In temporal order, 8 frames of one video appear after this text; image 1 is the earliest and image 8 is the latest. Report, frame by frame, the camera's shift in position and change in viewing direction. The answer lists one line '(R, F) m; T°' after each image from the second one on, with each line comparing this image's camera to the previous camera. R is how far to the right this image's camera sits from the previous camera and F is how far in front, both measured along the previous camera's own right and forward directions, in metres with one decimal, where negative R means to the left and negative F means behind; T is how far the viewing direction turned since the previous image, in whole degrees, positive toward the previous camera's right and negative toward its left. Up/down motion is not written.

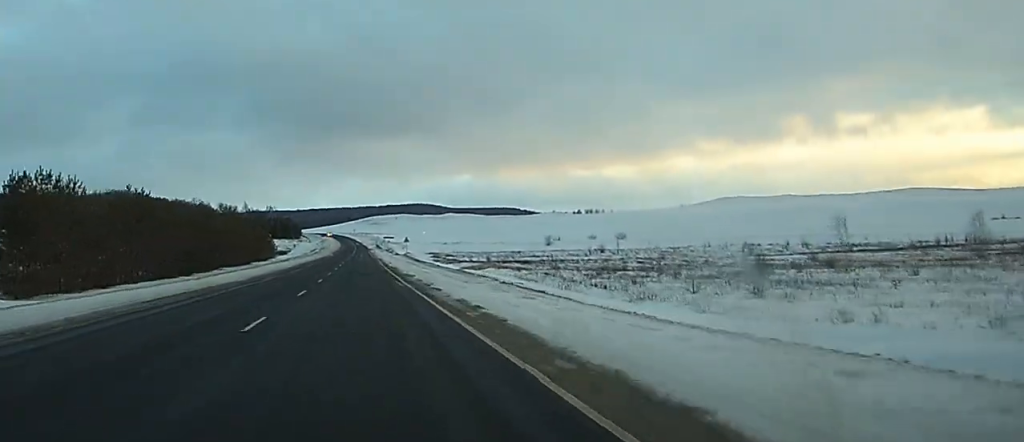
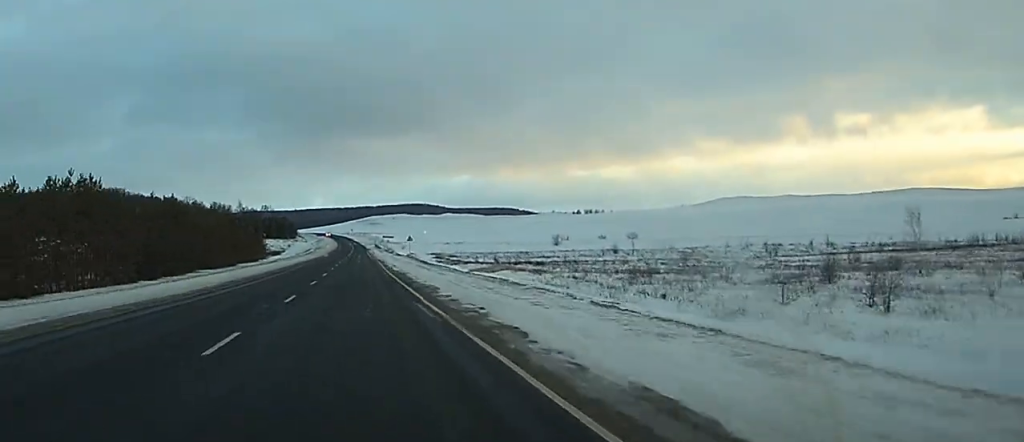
(0.0, +15.2) m; 0°
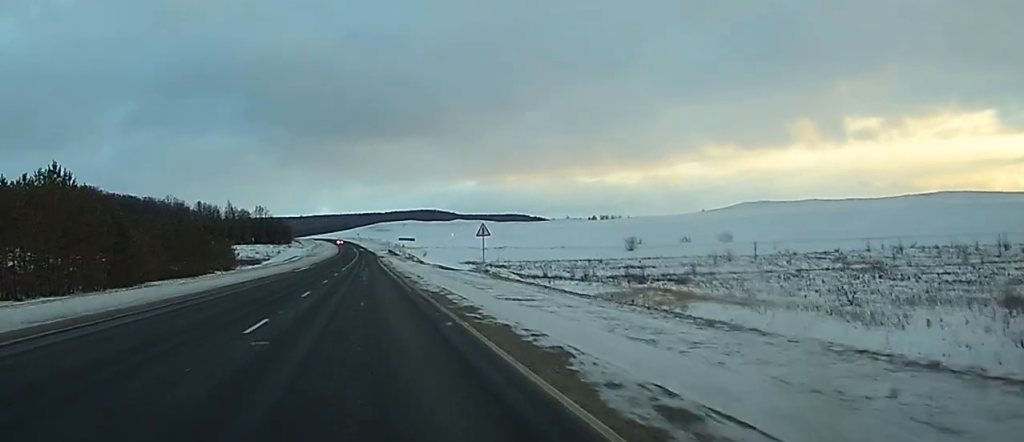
(-0.1, +68.7) m; 0°
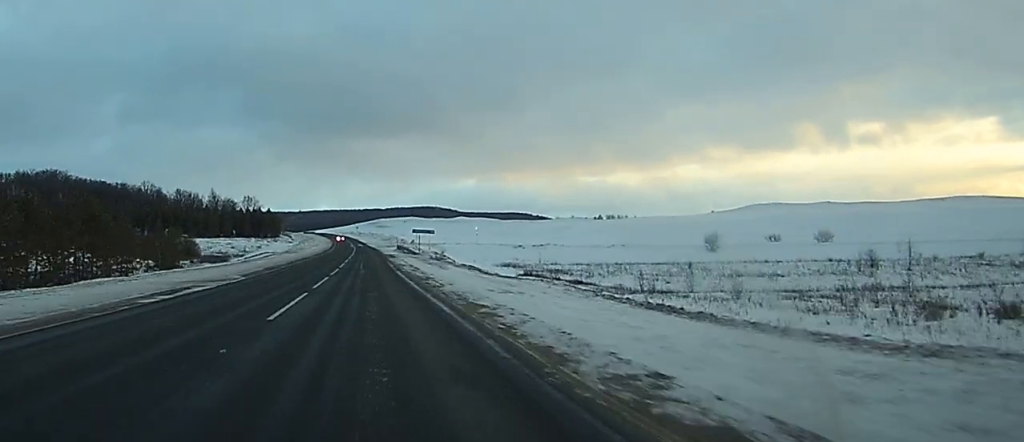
(-0.1, +48.2) m; 0°
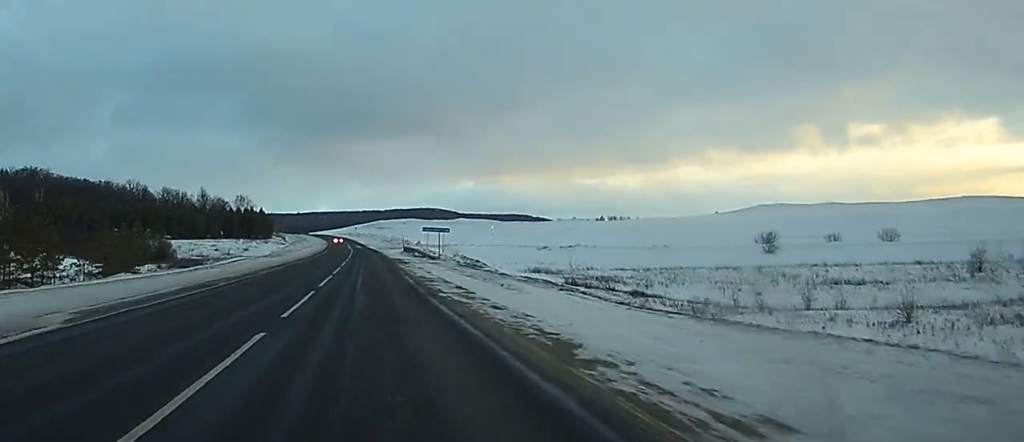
(-0.1, +23.1) m; 0°
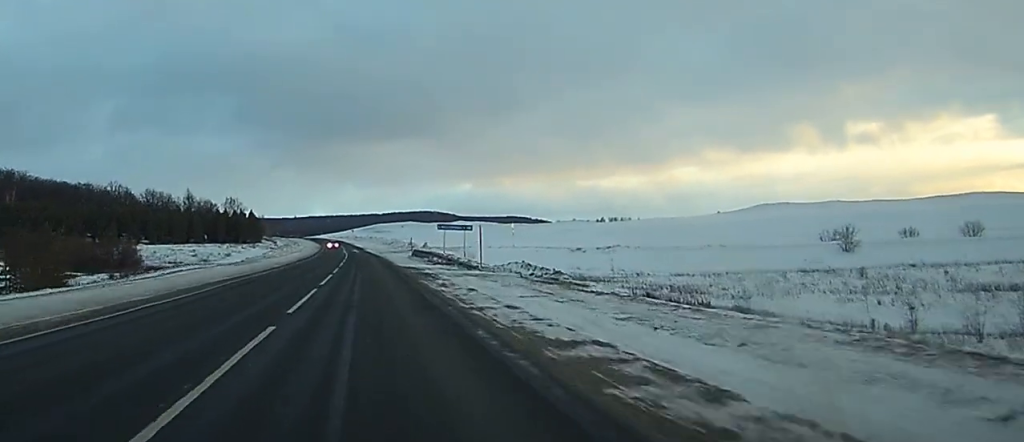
(0.0, +23.0) m; 0°
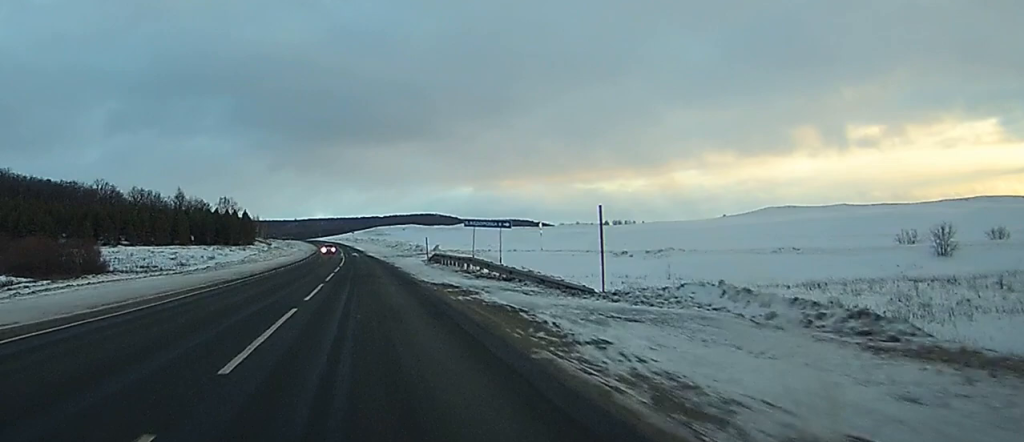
(0.0, +20.0) m; 0°
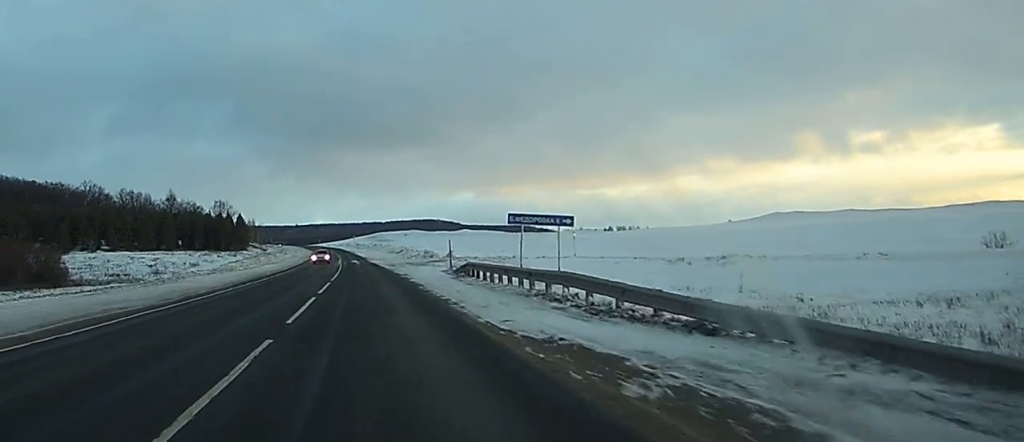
(0.0, +17.0) m; 0°
